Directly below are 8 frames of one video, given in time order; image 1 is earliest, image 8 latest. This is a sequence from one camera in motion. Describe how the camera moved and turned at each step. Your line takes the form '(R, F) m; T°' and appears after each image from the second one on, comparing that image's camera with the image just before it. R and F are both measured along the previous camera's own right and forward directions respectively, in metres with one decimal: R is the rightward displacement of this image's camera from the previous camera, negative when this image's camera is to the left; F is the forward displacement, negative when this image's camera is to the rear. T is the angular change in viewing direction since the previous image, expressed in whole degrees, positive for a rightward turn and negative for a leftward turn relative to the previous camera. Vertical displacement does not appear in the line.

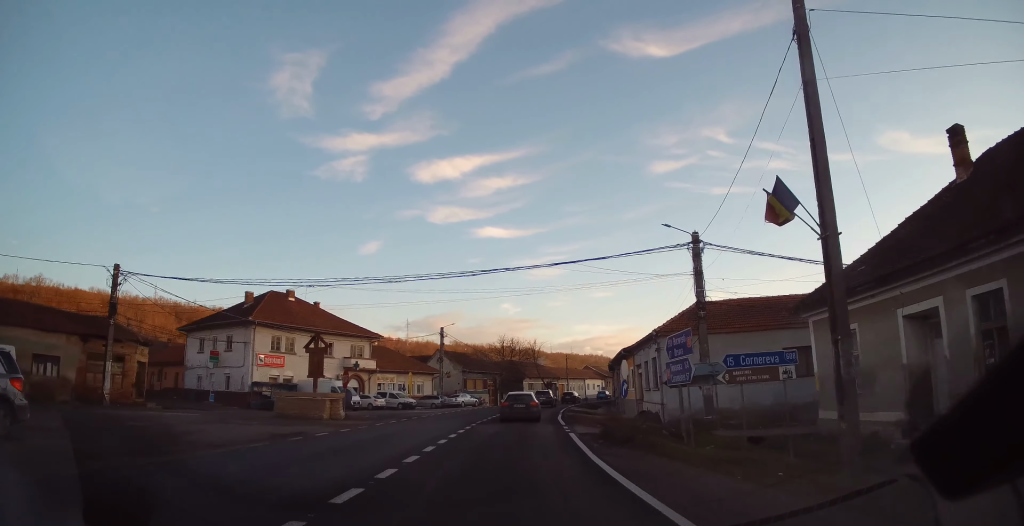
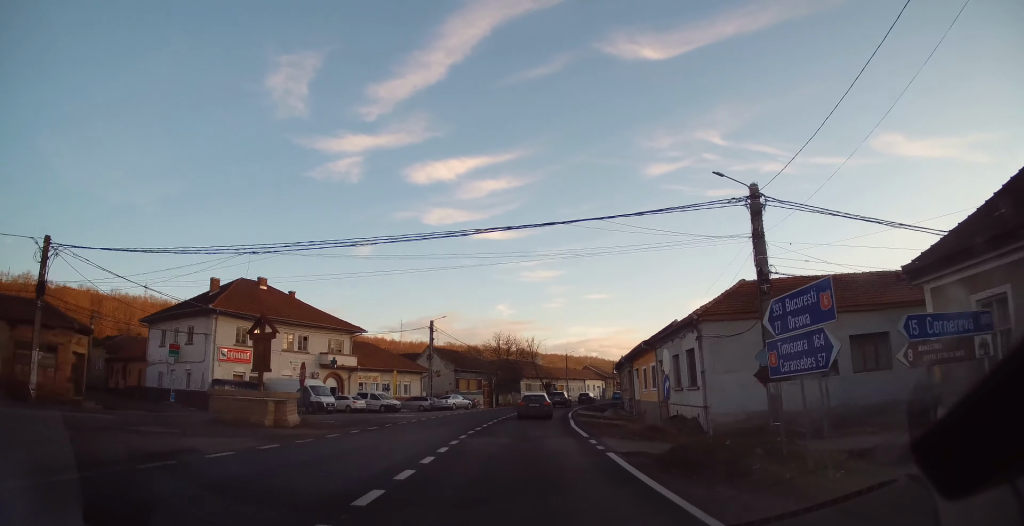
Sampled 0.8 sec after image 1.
(0.0, +6.1) m; 0°
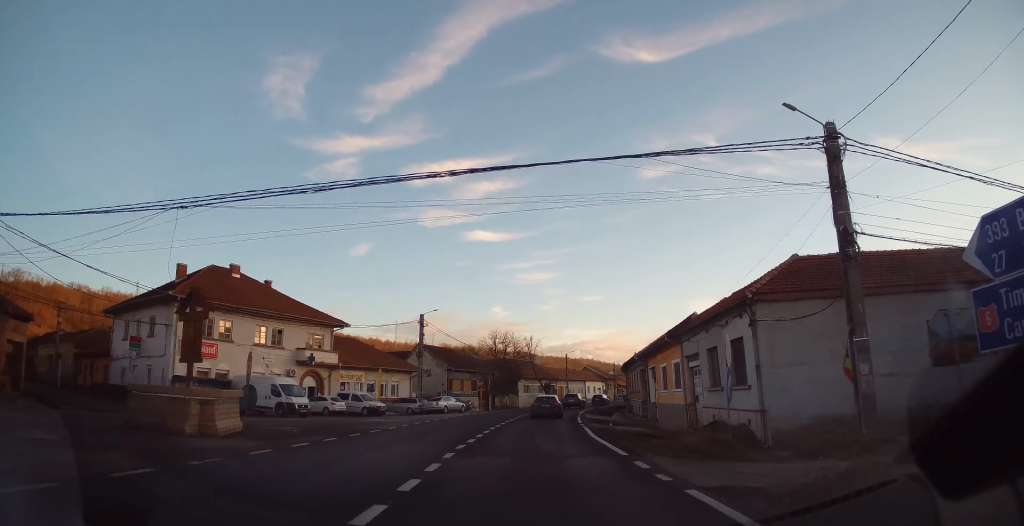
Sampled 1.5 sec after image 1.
(+0.2, +5.0) m; -1°
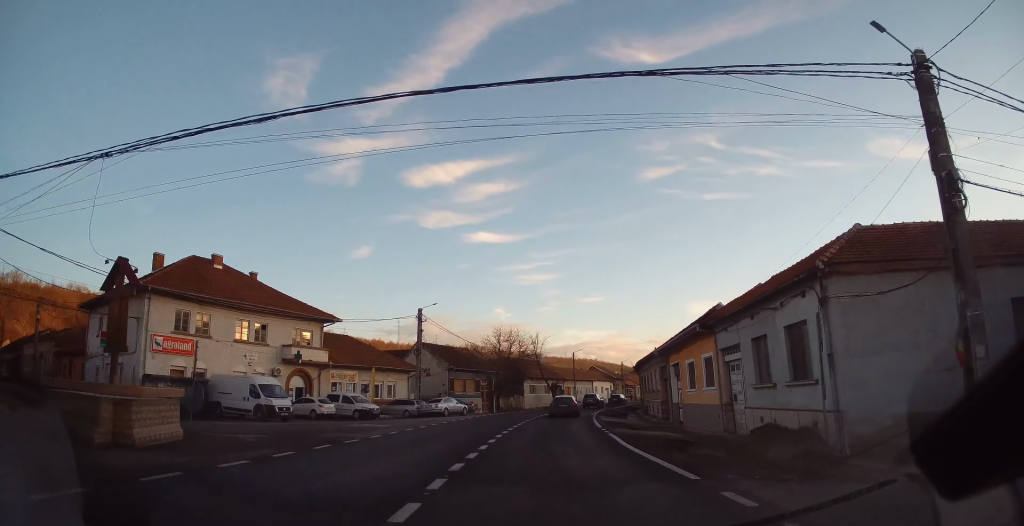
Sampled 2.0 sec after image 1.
(-0.1, +3.5) m; -5°
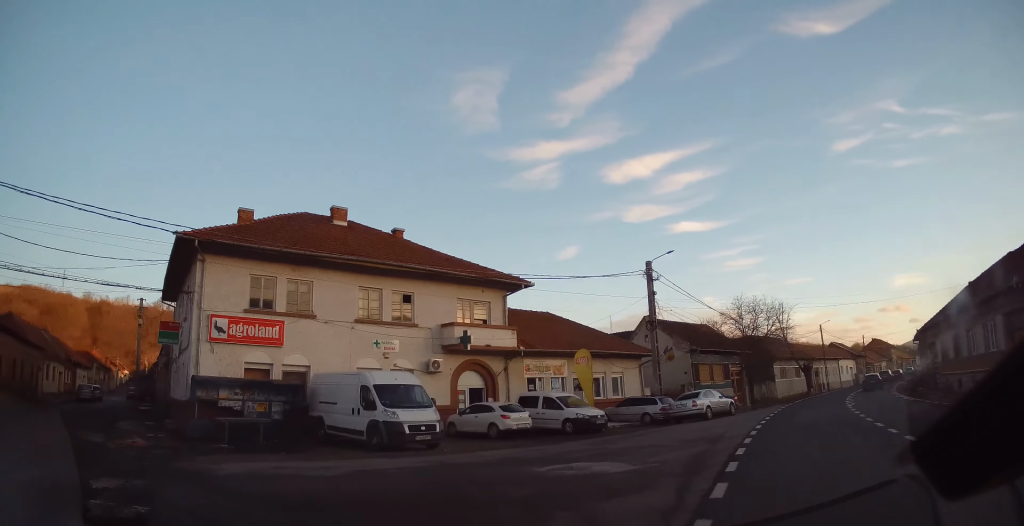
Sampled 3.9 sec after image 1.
(-2.5, +11.4) m; -30°
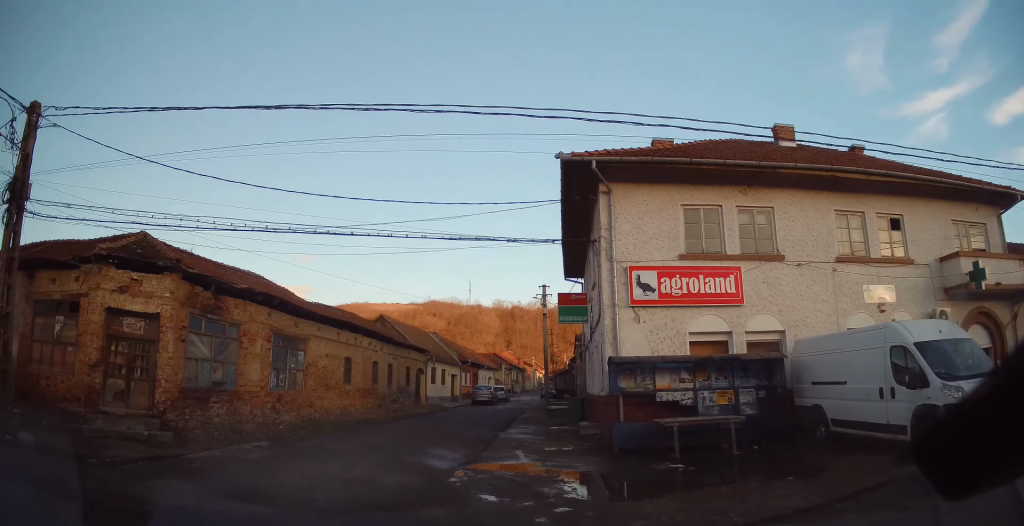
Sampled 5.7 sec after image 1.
(-2.2, +6.1) m; -56°
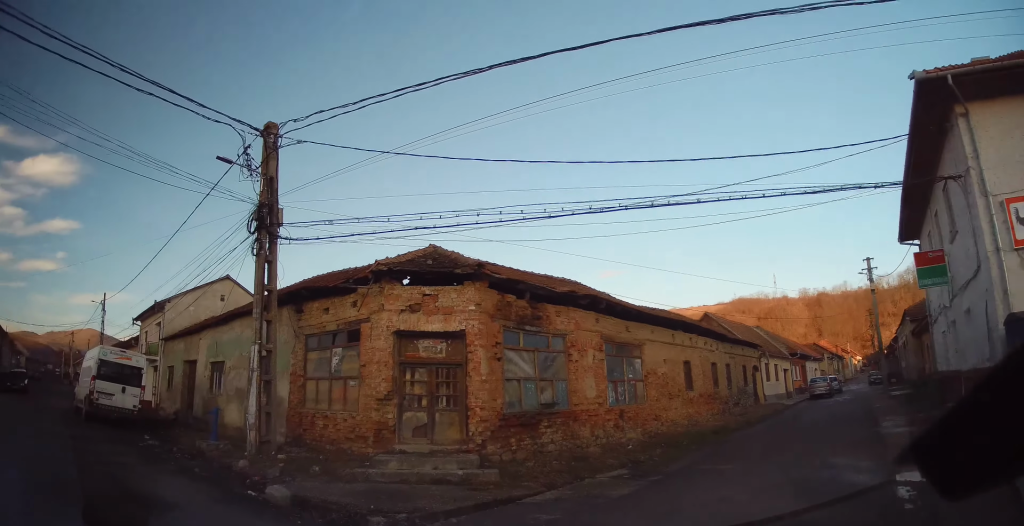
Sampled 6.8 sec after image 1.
(-1.2, +2.5) m; -46°
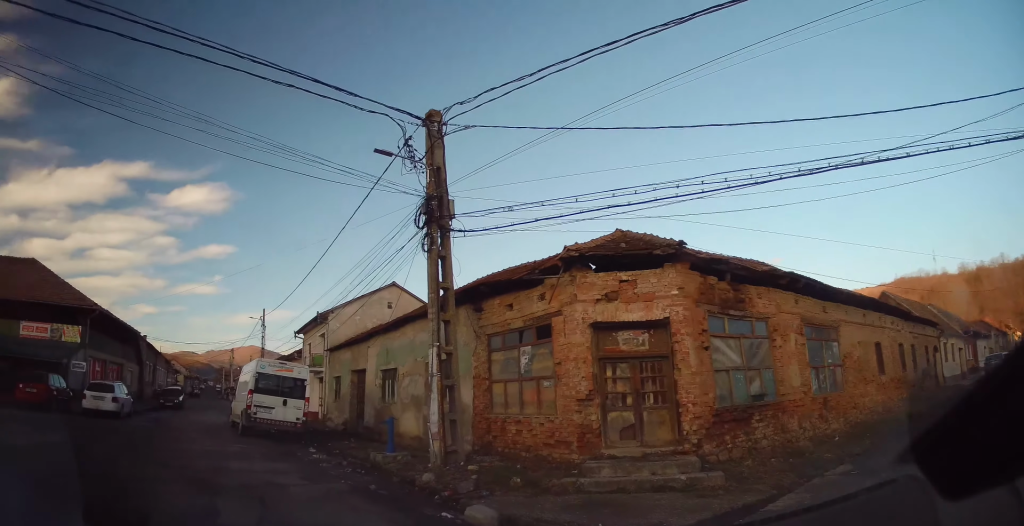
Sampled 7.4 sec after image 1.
(-0.2, +1.3) m; -20°
